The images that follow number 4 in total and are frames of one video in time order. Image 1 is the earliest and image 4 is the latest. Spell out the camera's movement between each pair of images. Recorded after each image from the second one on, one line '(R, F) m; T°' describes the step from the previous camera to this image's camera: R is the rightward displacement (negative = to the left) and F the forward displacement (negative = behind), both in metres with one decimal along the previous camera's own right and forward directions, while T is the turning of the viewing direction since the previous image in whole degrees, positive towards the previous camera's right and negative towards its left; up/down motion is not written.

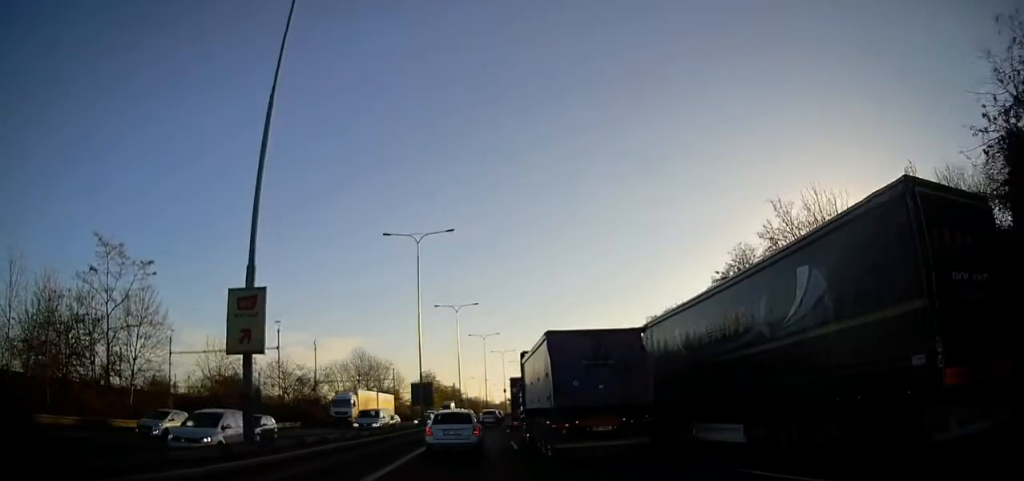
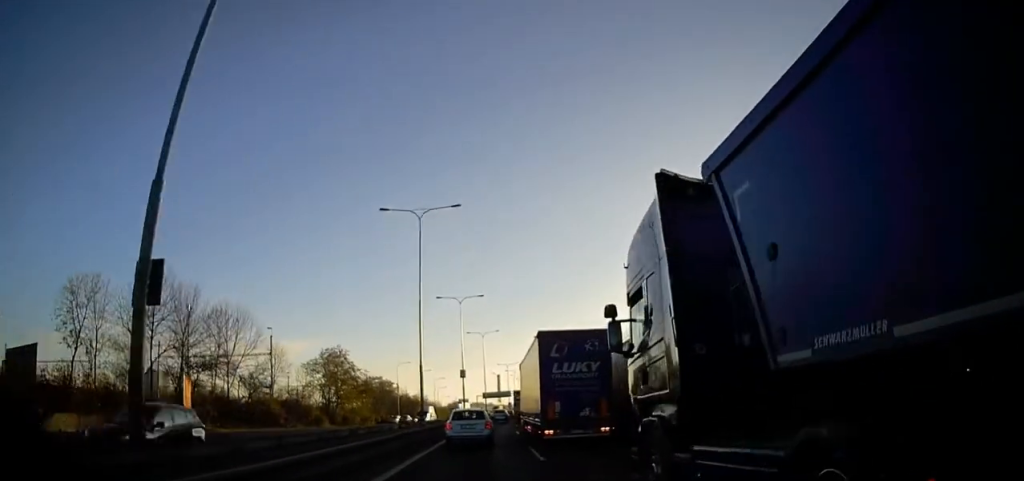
(+2.9, +61.7) m; +4°
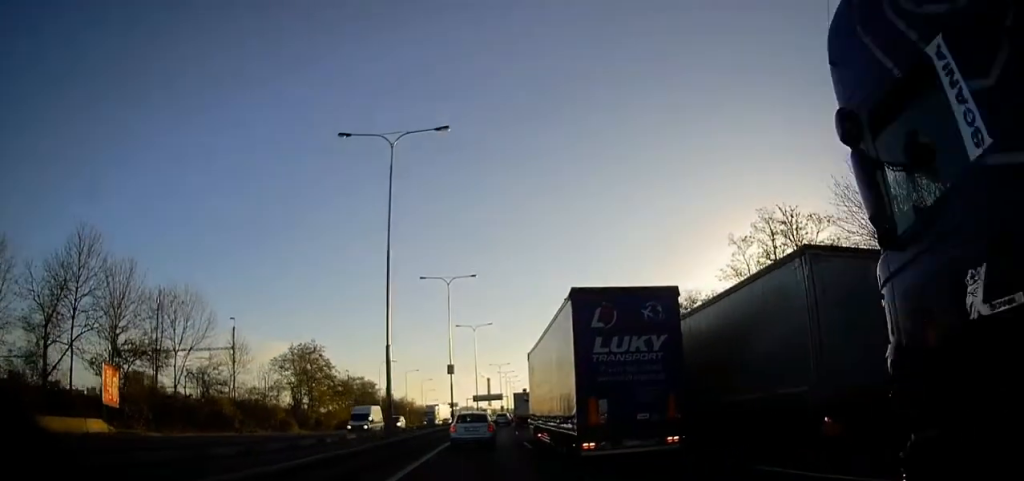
(0.0, +11.0) m; +1°
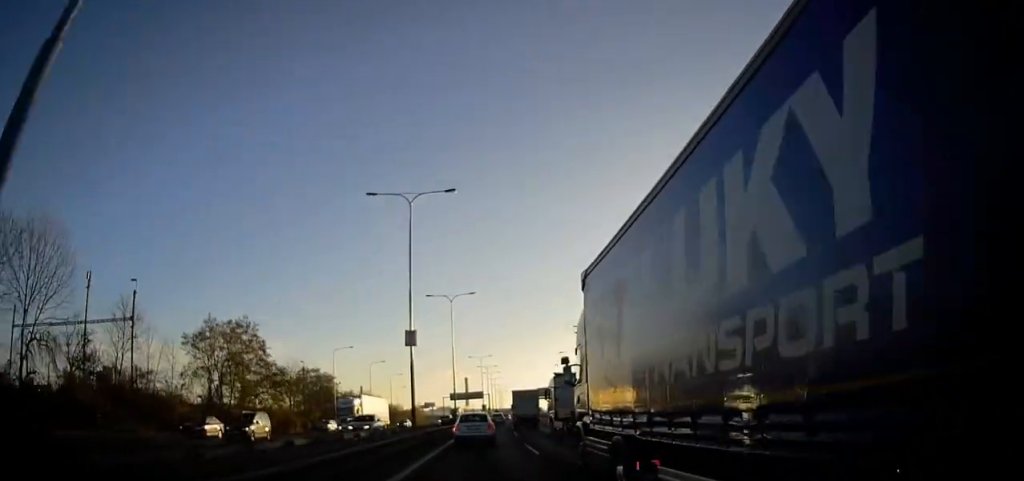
(+0.5, +20.6) m; +2°
